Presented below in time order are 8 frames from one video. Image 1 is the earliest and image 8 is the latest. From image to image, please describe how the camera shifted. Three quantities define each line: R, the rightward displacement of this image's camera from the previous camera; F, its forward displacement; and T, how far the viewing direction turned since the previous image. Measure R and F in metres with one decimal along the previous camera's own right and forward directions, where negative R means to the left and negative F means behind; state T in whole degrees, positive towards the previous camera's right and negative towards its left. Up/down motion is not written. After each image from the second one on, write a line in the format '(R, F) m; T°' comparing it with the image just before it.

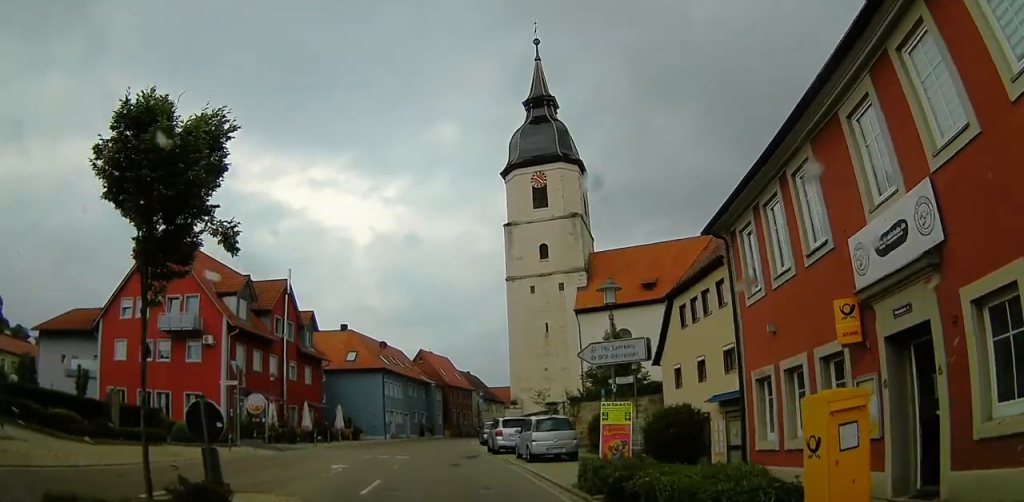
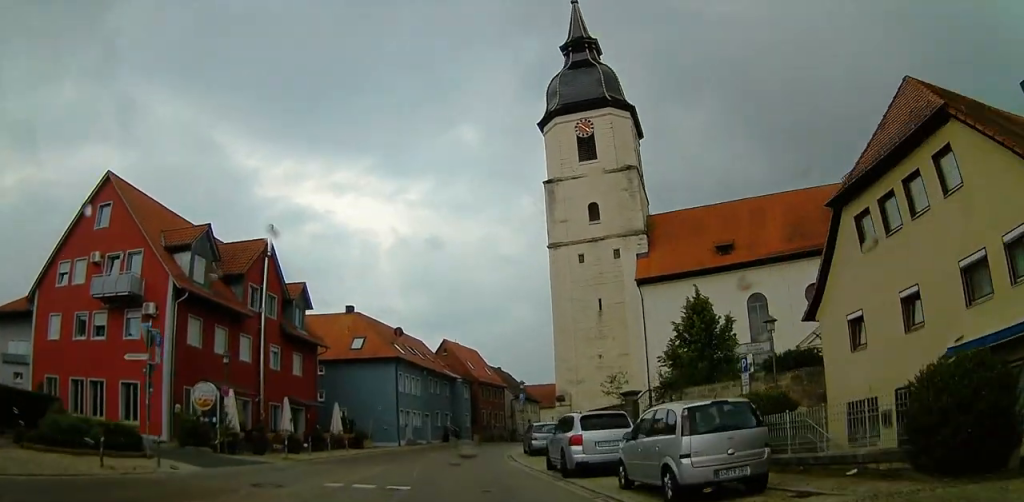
(+0.1, +12.7) m; +2°
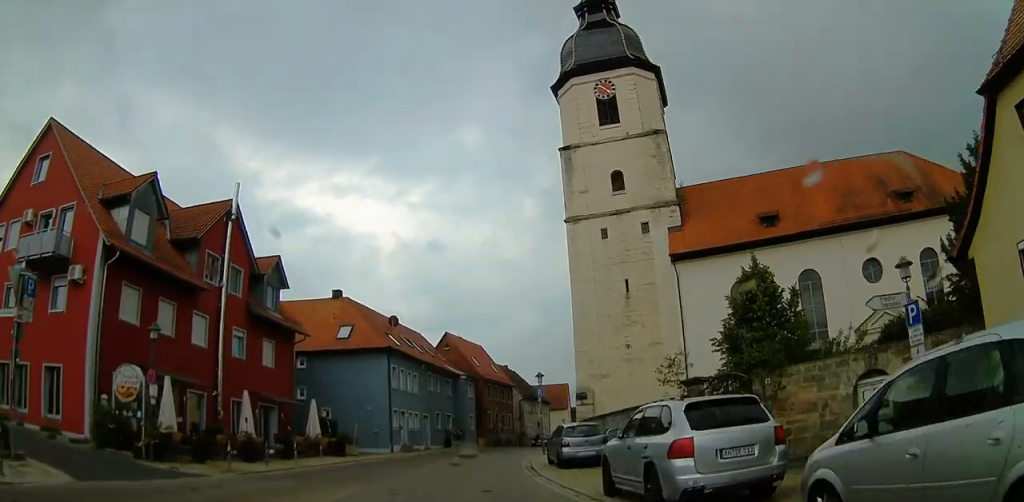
(+0.1, +6.4) m; +1°
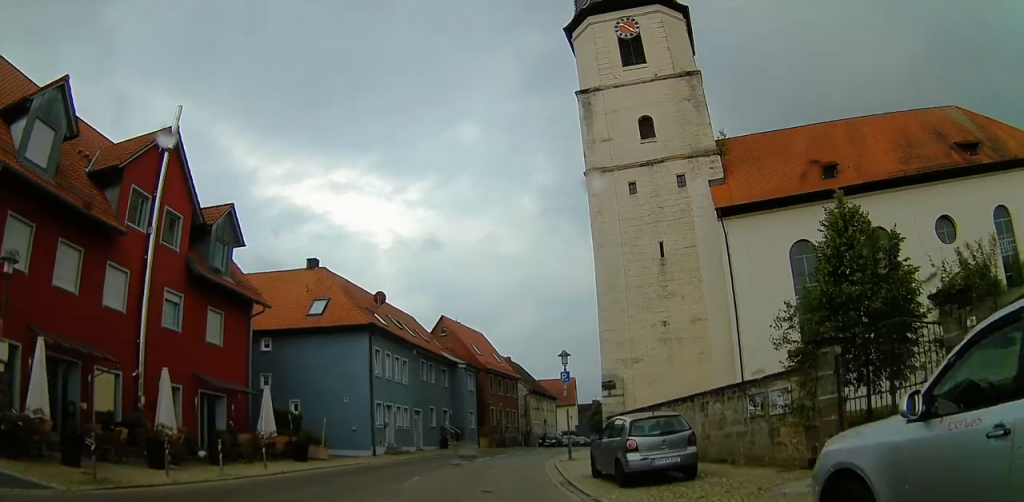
(0.0, +6.6) m; -1°
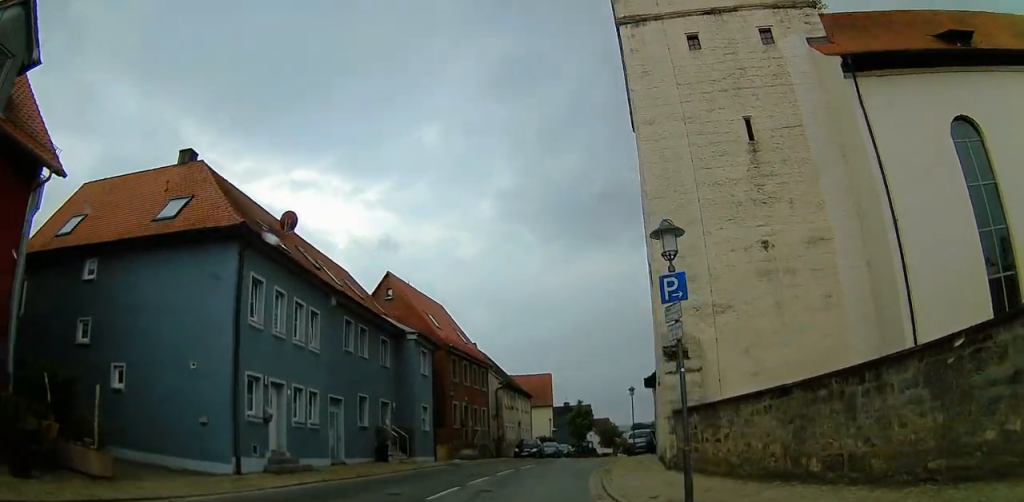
(-0.3, +14.9) m; -2°
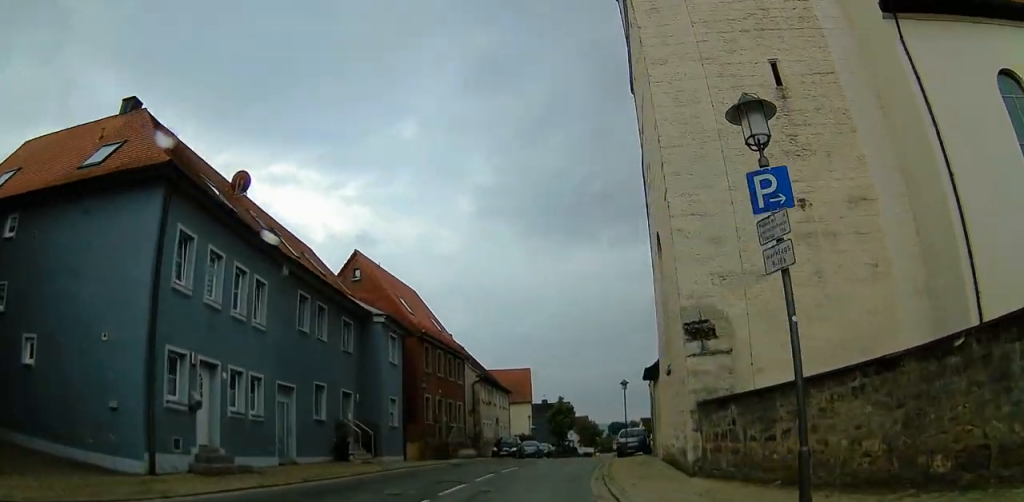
(0.0, +4.0) m; +1°
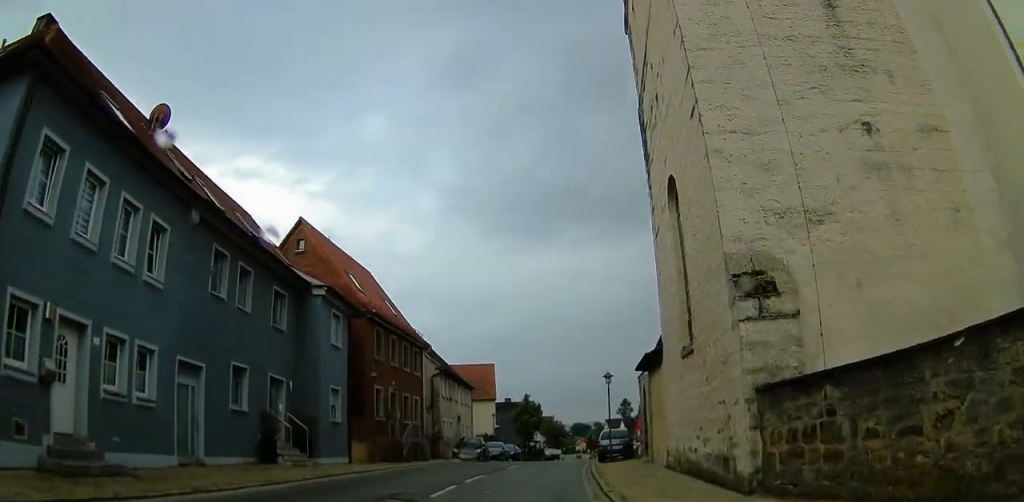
(-0.1, +5.0) m; +2°
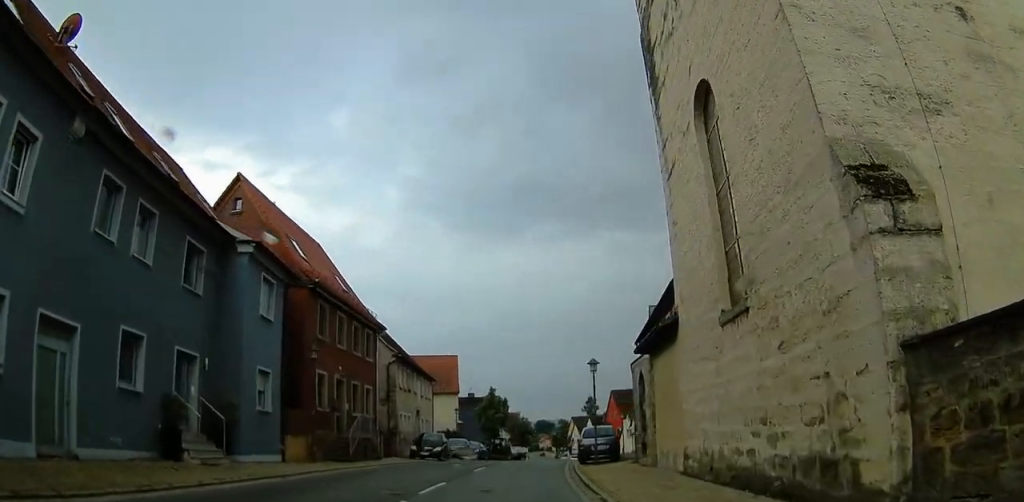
(+0.3, +4.8) m; +3°
